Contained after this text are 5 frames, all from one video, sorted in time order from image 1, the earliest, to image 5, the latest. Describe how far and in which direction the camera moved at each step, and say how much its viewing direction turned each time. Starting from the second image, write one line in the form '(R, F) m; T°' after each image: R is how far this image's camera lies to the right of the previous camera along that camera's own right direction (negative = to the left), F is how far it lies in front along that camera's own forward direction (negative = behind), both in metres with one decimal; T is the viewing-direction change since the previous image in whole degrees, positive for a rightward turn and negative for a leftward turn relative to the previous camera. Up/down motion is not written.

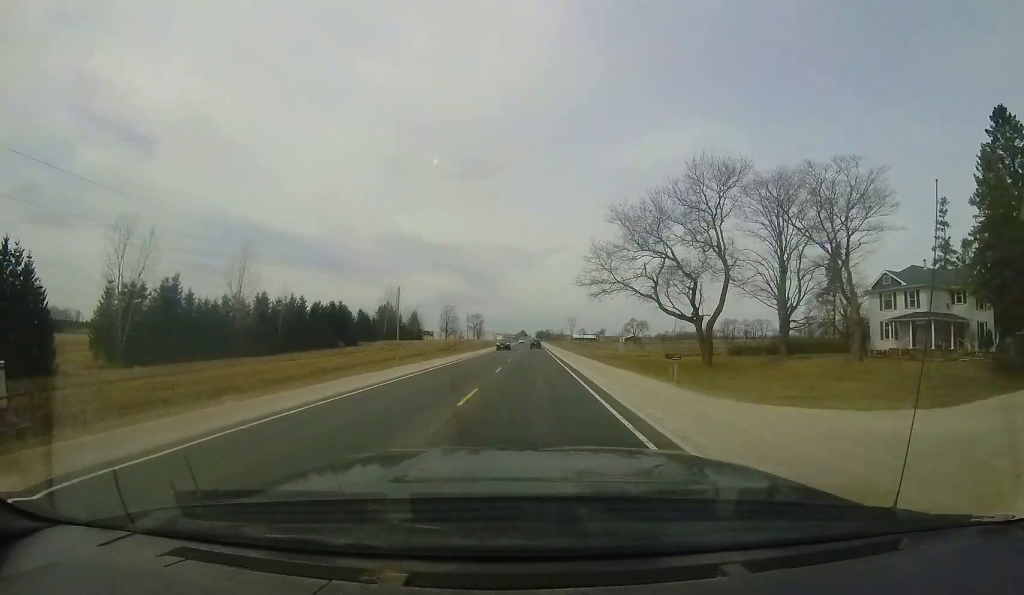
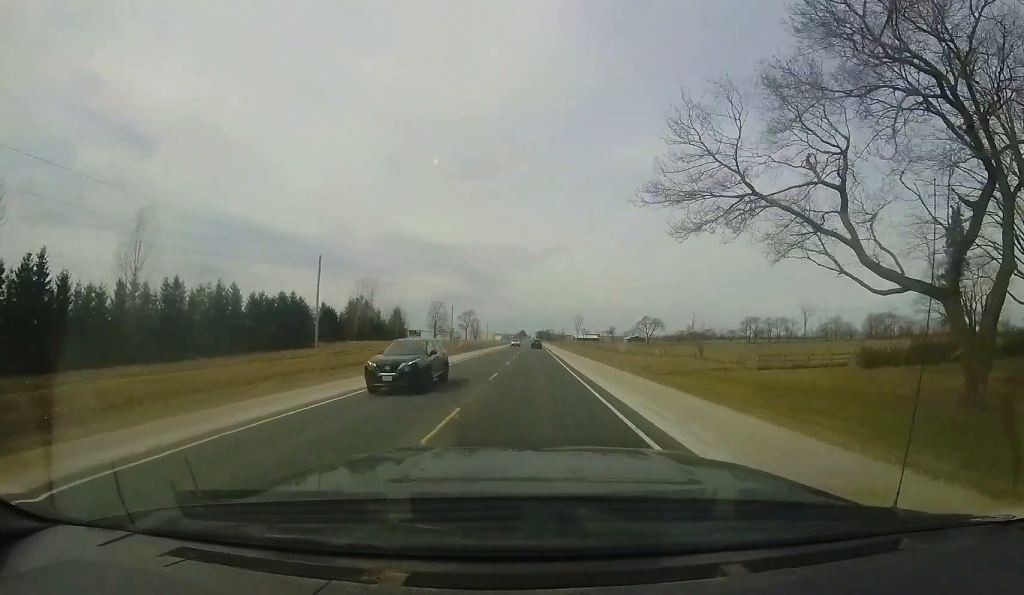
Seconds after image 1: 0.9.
(-0.1, +21.3) m; 0°
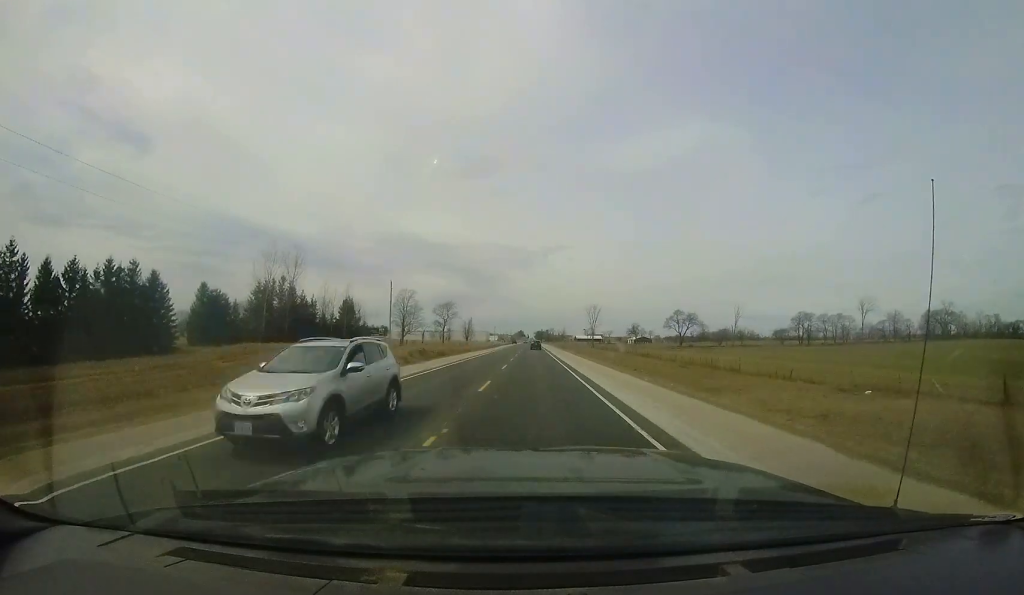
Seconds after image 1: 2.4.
(+0.3, +38.3) m; 0°
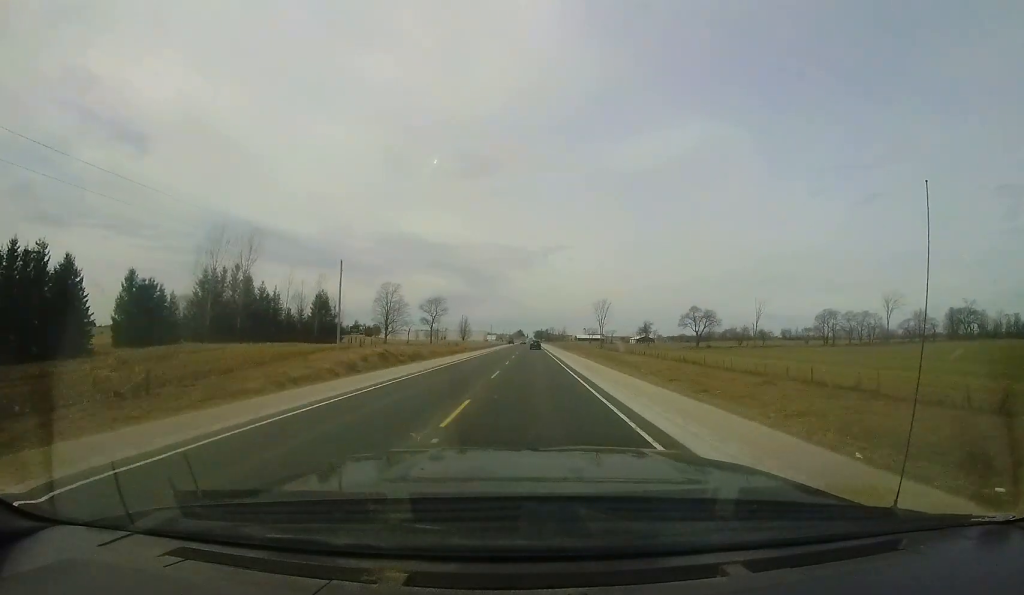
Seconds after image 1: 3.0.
(-0.1, +13.8) m; 0°
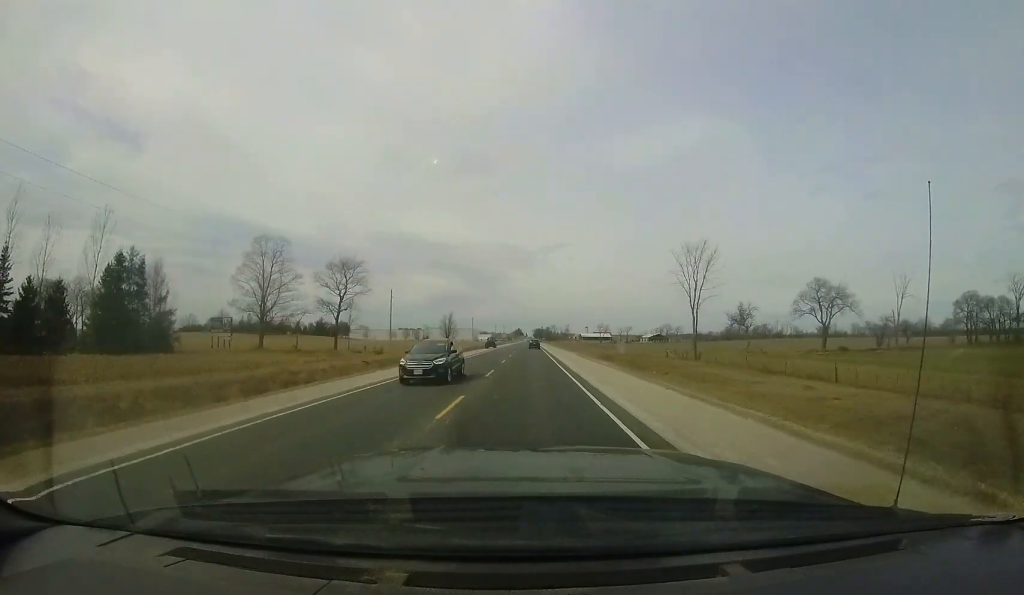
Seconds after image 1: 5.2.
(+0.3, +52.6) m; +1°
